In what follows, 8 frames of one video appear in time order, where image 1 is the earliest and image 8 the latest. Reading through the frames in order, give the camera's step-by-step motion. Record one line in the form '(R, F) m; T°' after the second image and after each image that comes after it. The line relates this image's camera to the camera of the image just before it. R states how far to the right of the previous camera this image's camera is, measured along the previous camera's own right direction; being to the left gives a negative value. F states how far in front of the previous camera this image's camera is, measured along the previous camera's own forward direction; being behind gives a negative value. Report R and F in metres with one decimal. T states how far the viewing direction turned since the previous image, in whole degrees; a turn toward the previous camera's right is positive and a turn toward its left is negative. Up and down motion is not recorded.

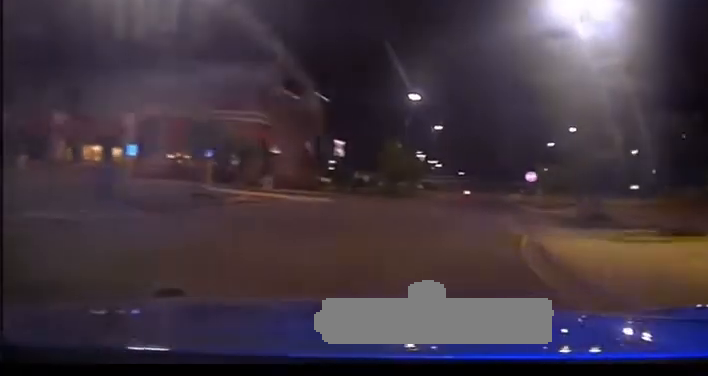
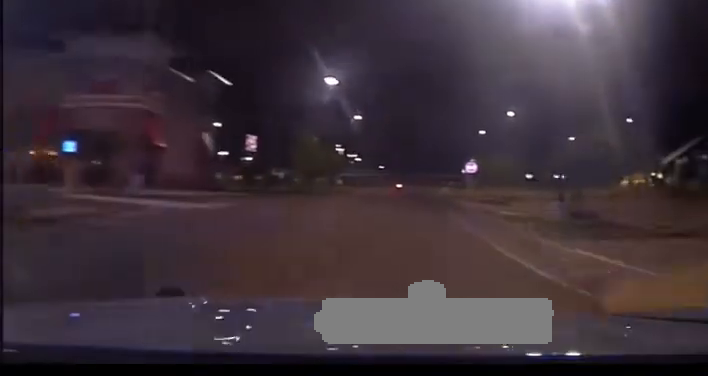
(-0.4, +10.3) m; +2°
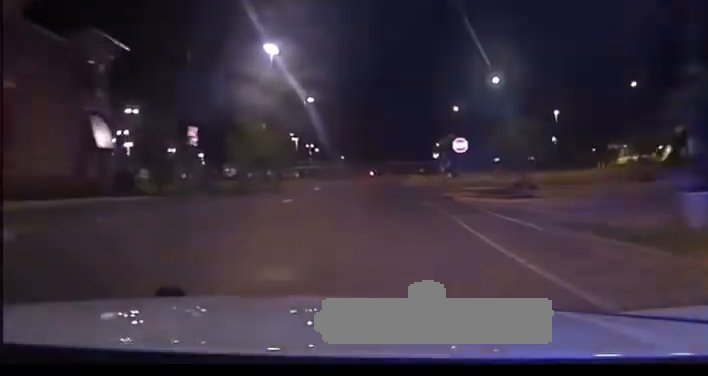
(+1.0, +15.6) m; +4°
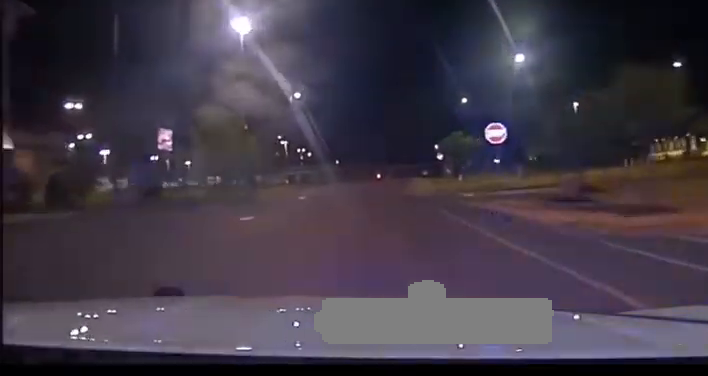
(+0.4, +12.3) m; +2°
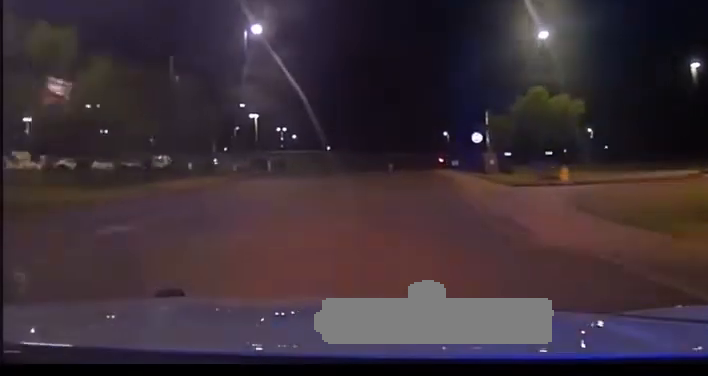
(+0.8, +30.7) m; +2°
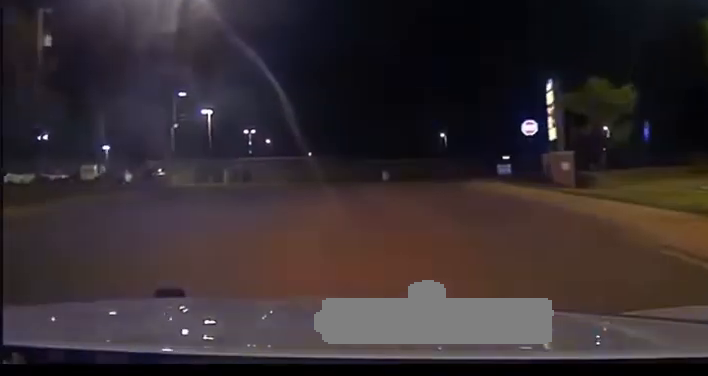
(+0.2, +22.8) m; +1°
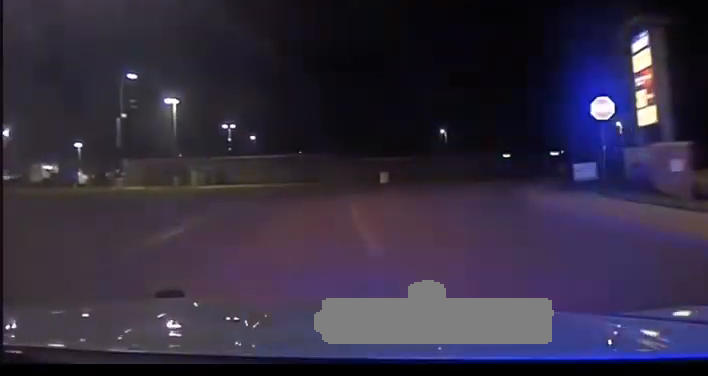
(+0.1, +15.0) m; +1°
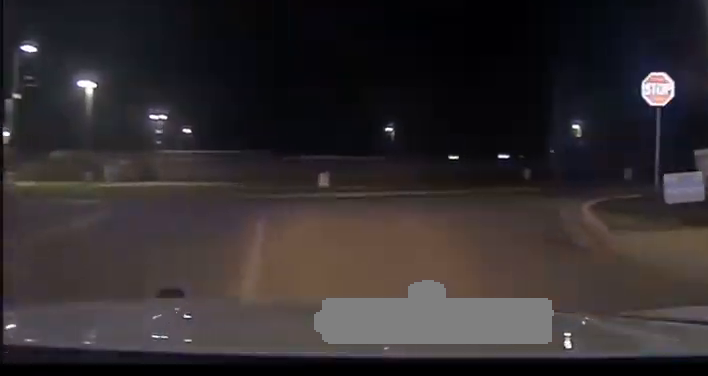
(0.0, +13.0) m; +3°
